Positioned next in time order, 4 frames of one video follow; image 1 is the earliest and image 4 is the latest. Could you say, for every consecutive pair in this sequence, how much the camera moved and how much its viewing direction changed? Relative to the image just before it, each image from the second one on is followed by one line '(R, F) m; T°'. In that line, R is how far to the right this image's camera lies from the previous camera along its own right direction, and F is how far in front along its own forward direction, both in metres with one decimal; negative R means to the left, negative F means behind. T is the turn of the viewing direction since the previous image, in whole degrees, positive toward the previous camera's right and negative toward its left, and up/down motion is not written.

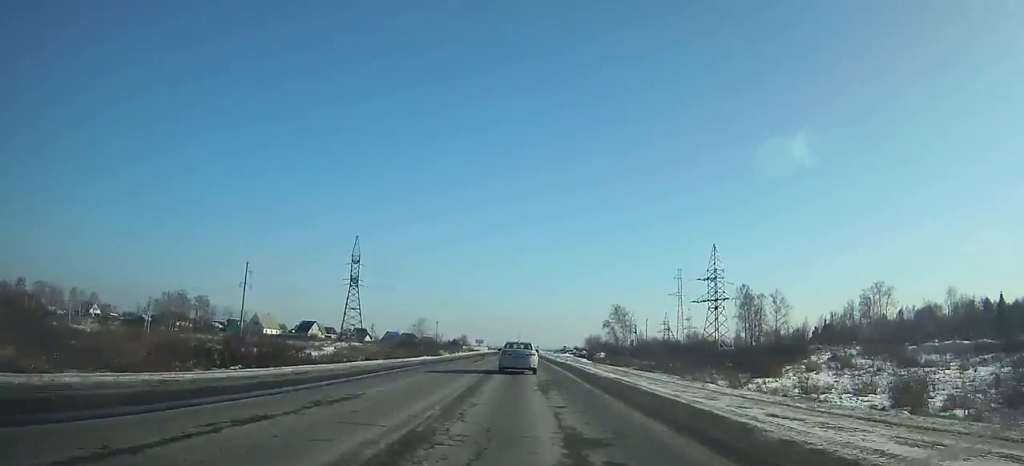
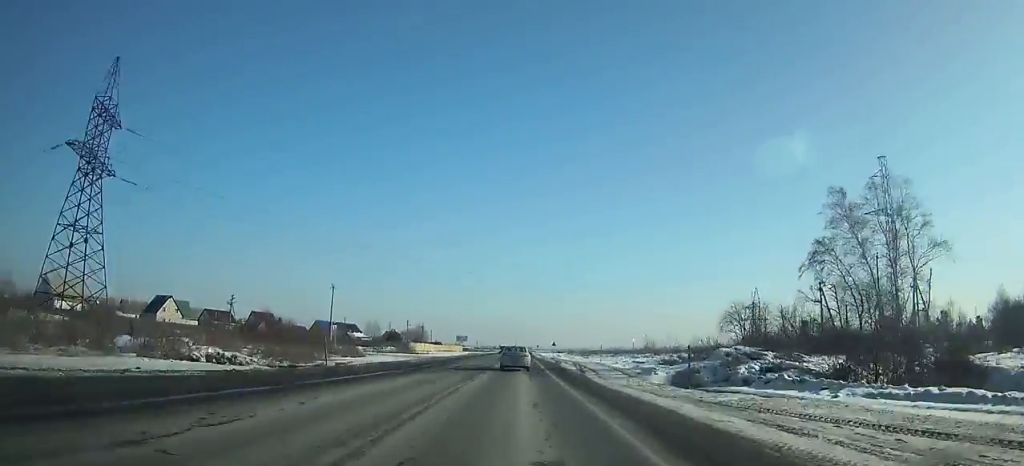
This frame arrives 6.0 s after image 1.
(+0.1, +125.9) m; 0°
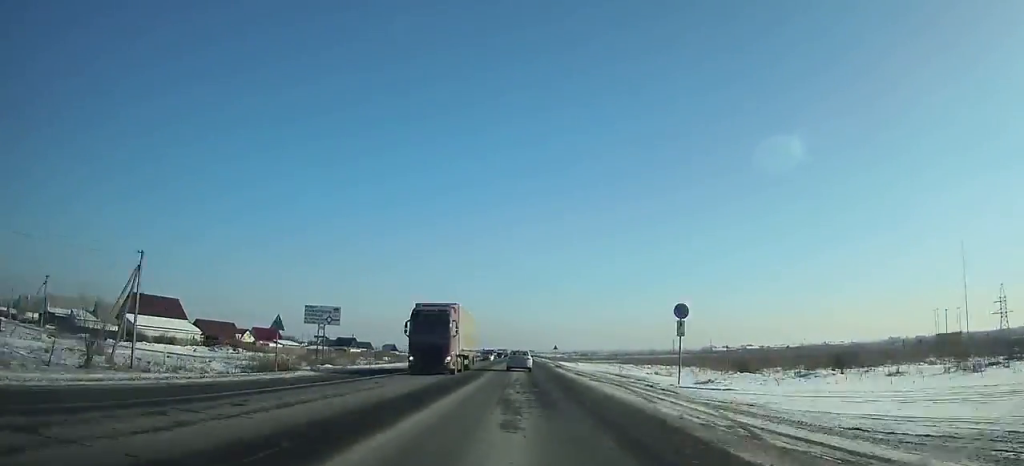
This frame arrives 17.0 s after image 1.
(+0.2, +224.7) m; 0°
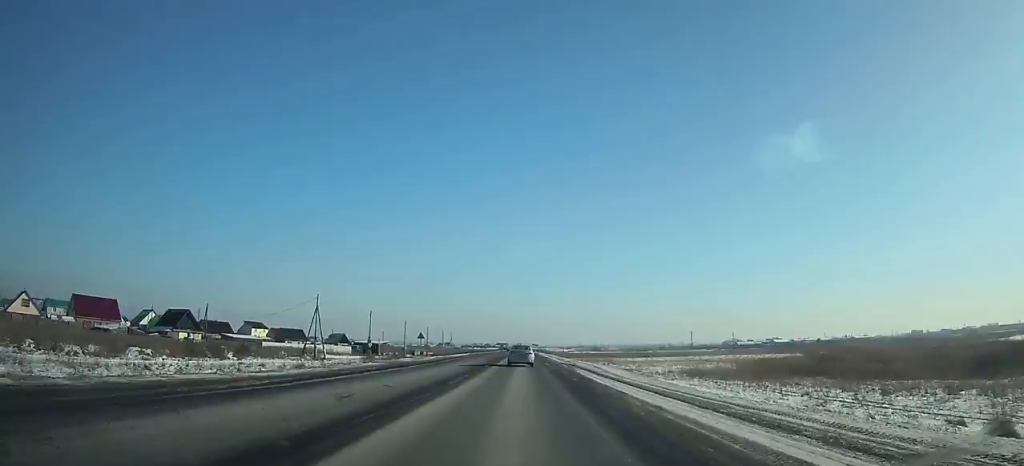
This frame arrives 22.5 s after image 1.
(0.0, +112.3) m; 0°
